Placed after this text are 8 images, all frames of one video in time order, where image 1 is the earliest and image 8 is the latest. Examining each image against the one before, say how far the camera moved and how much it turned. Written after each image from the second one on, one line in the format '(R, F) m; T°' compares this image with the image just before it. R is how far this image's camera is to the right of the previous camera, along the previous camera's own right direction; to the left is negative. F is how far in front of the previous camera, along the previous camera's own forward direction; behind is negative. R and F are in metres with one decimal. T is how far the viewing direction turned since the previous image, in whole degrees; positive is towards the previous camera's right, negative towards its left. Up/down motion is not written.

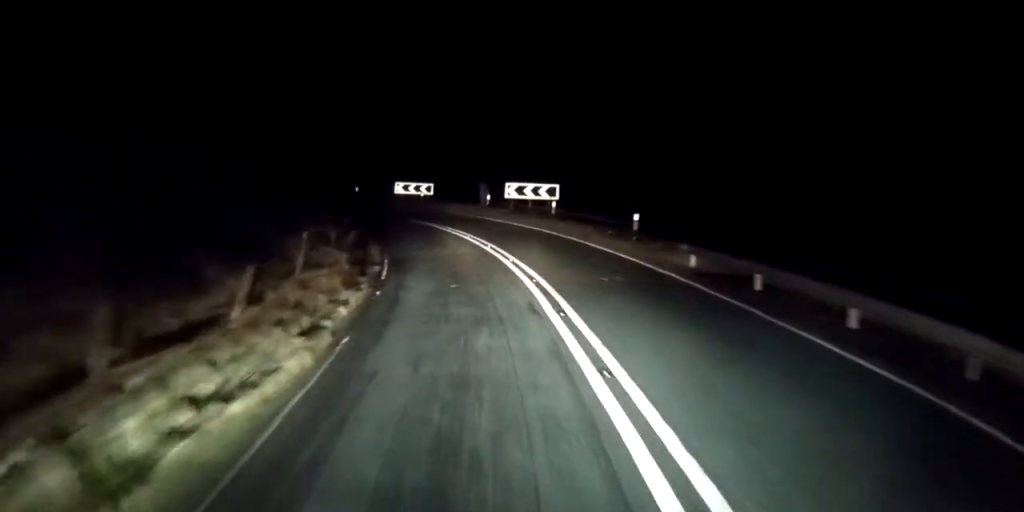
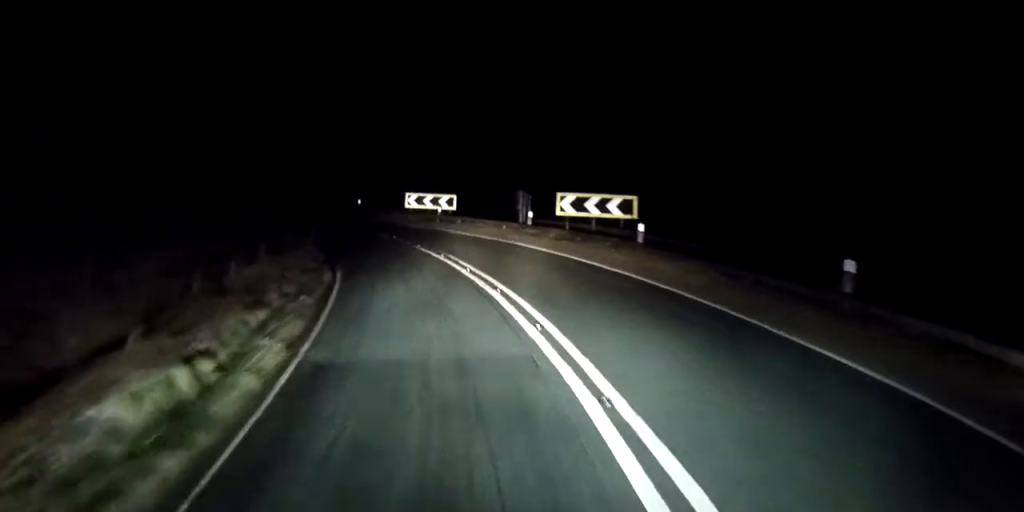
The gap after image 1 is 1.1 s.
(0.0, +11.2) m; 0°
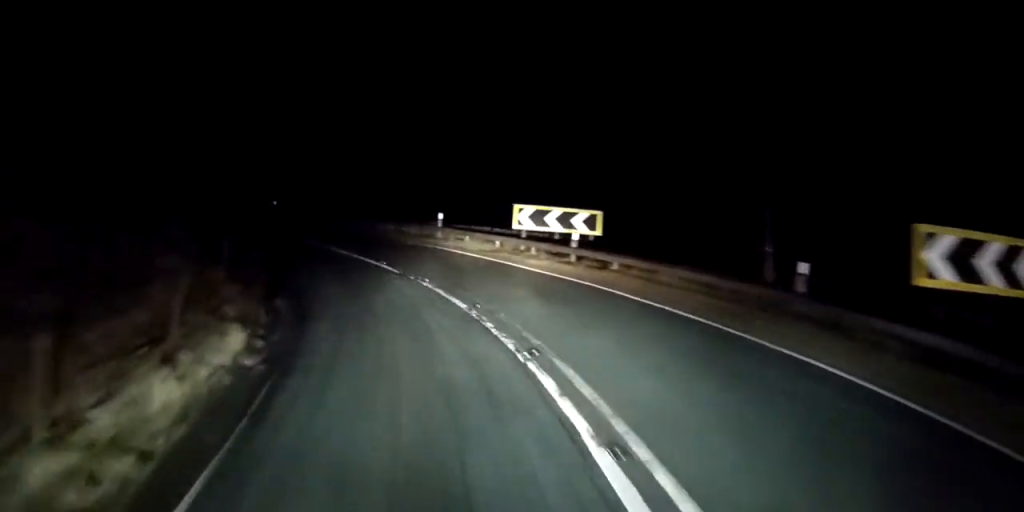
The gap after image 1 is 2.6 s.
(-0.3, +14.6) m; -9°
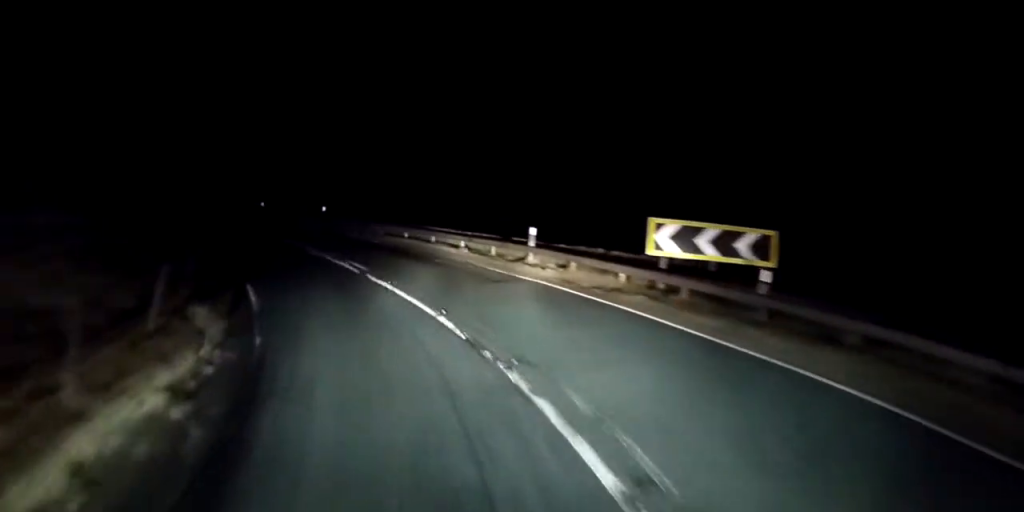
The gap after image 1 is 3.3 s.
(-0.6, +7.3) m; -9°
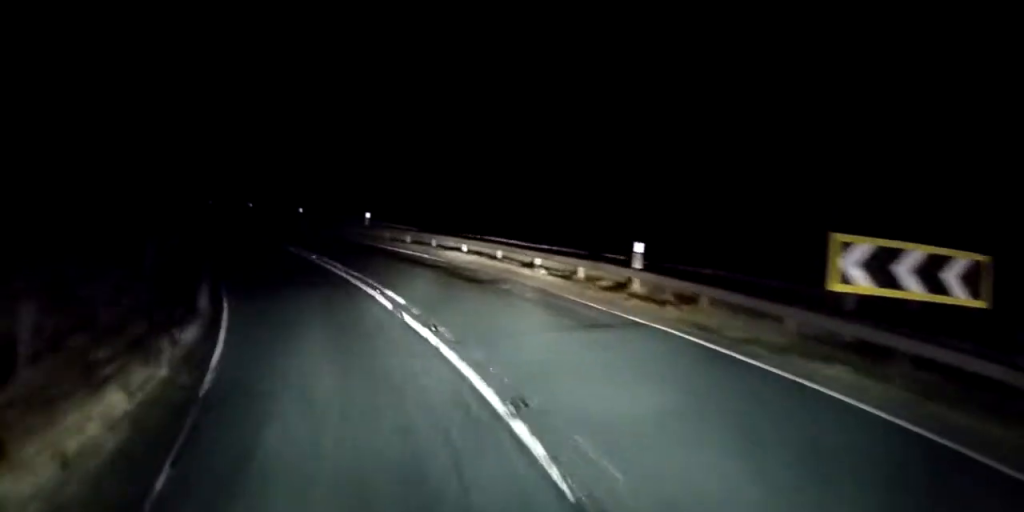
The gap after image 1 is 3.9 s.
(-0.6, +5.2) m; -6°
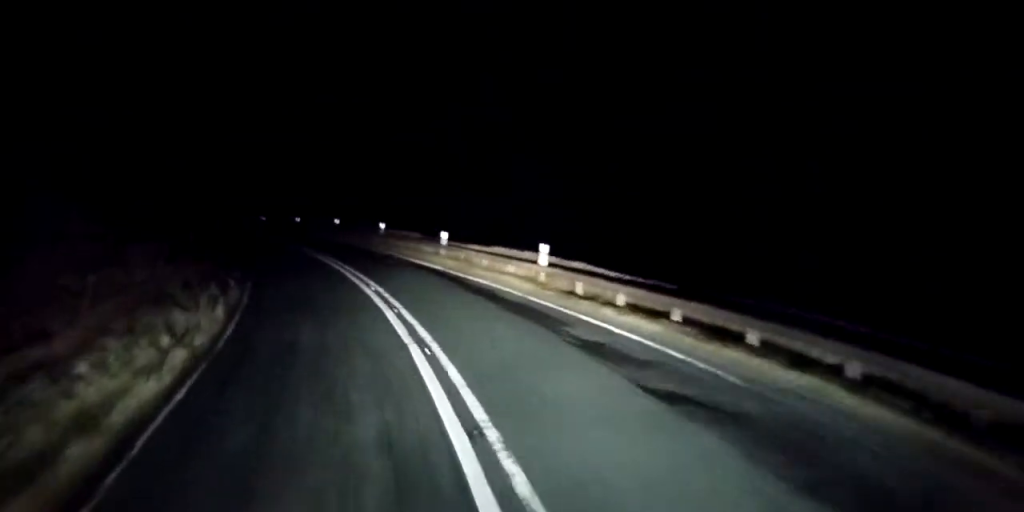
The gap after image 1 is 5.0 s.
(-0.5, +11.2) m; -12°
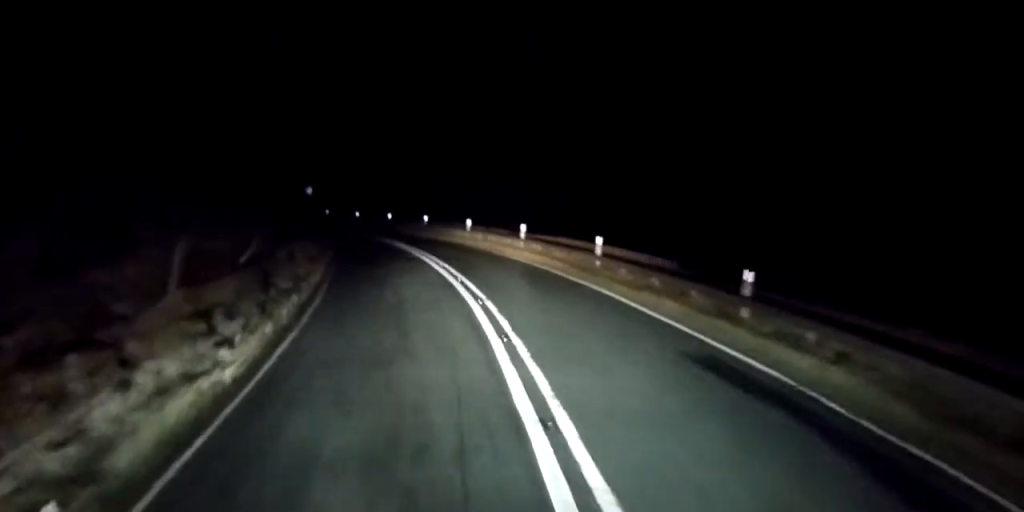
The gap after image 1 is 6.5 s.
(-4.2, +13.2) m; -29°
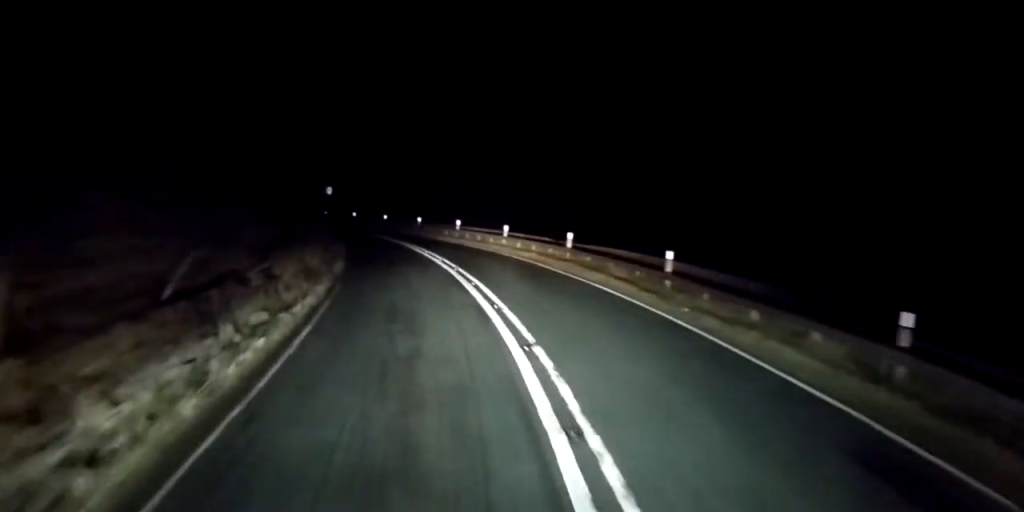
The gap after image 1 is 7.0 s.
(-0.4, +4.0) m; -6°
